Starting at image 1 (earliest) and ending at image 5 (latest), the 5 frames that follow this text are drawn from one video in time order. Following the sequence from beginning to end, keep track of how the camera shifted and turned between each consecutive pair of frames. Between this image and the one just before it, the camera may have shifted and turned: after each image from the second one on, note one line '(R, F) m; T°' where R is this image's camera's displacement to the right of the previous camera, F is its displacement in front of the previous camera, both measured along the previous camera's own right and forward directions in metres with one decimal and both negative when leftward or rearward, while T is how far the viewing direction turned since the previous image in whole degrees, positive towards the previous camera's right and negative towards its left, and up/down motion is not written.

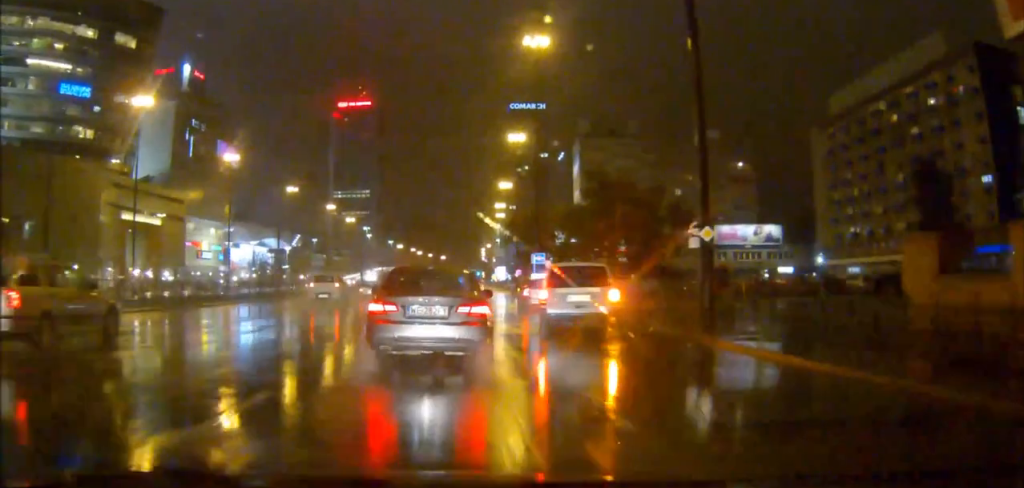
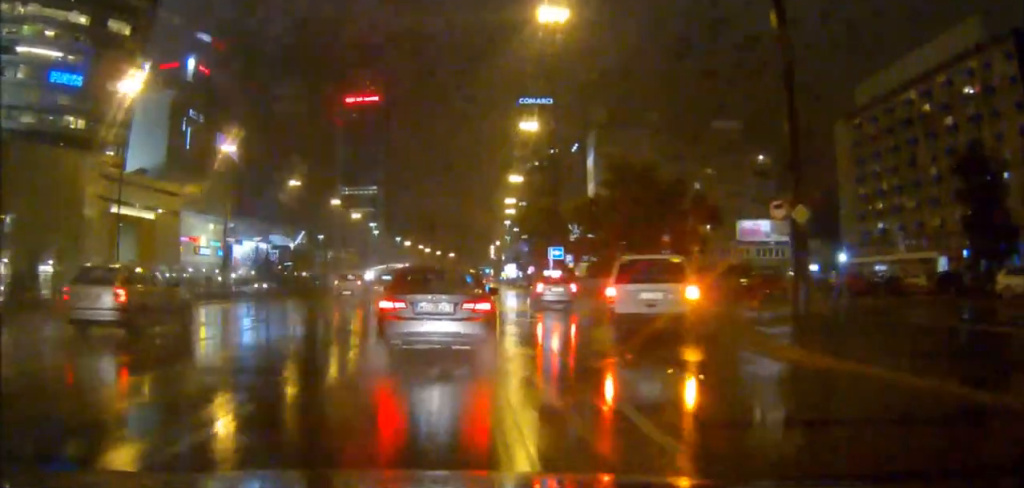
(-0.1, +7.1) m; 0°
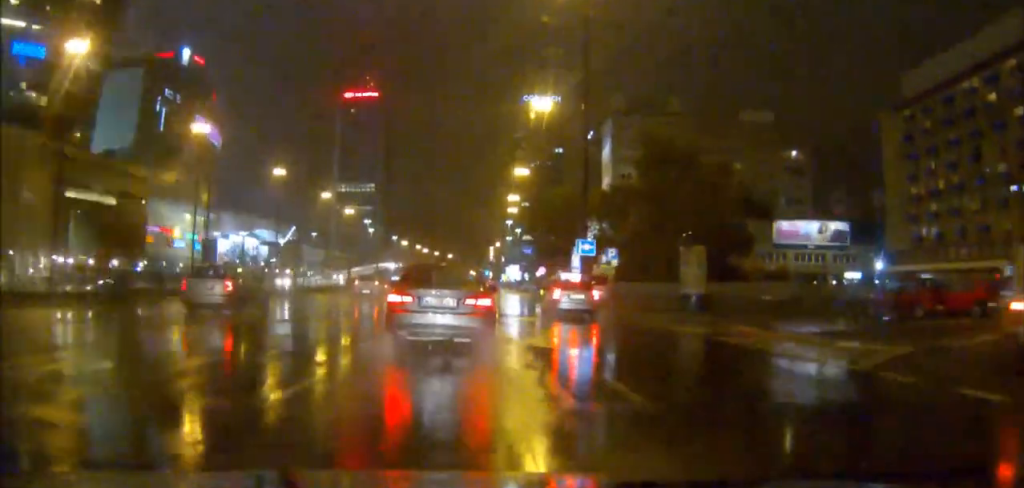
(+0.1, +15.2) m; -1°
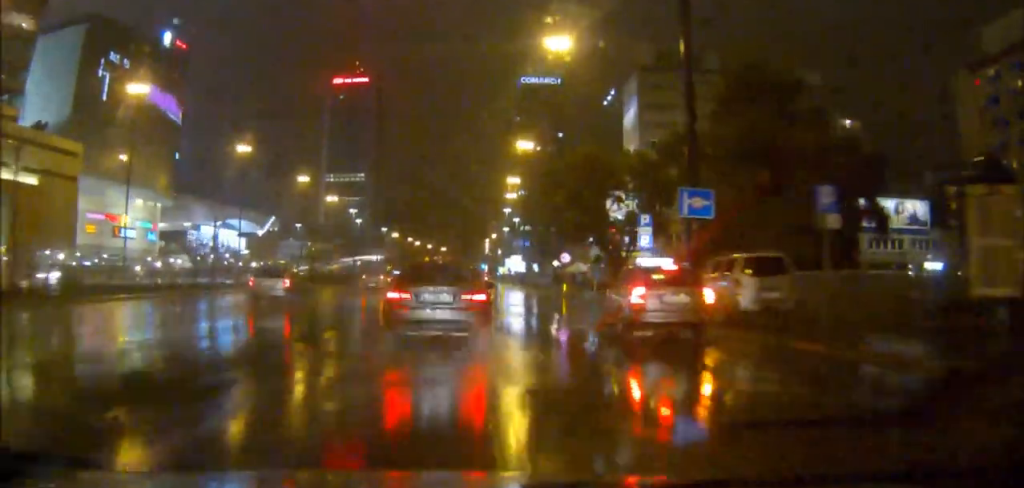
(-0.1, +22.9) m; +1°
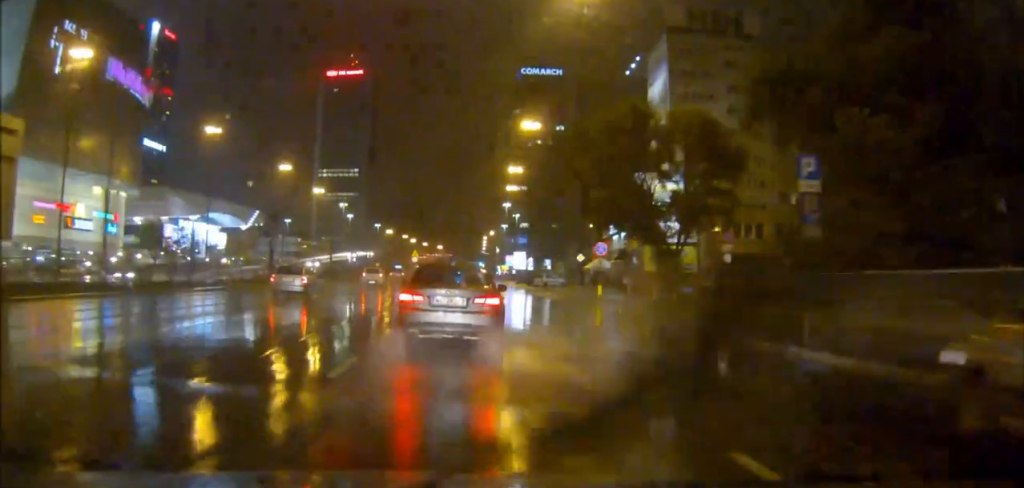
(+0.4, +17.1) m; 0°
